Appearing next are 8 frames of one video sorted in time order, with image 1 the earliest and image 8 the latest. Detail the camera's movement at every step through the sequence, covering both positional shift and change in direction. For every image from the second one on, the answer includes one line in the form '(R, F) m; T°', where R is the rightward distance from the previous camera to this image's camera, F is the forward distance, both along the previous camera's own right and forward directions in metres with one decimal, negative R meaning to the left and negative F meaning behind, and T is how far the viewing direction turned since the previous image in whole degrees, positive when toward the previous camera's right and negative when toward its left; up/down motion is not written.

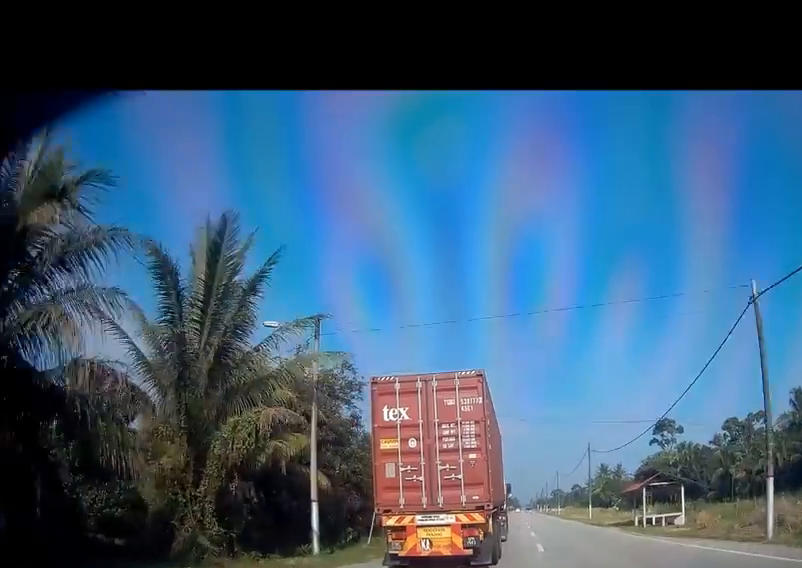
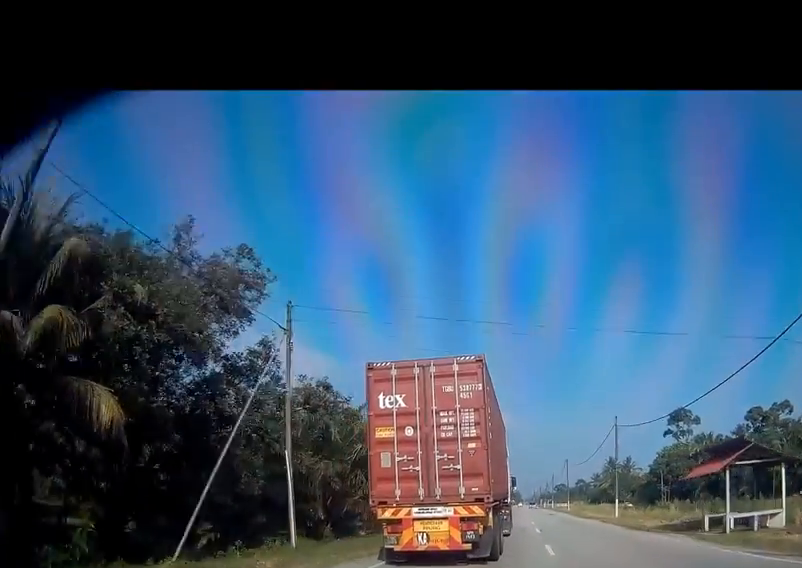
(0.0, +12.4) m; 0°
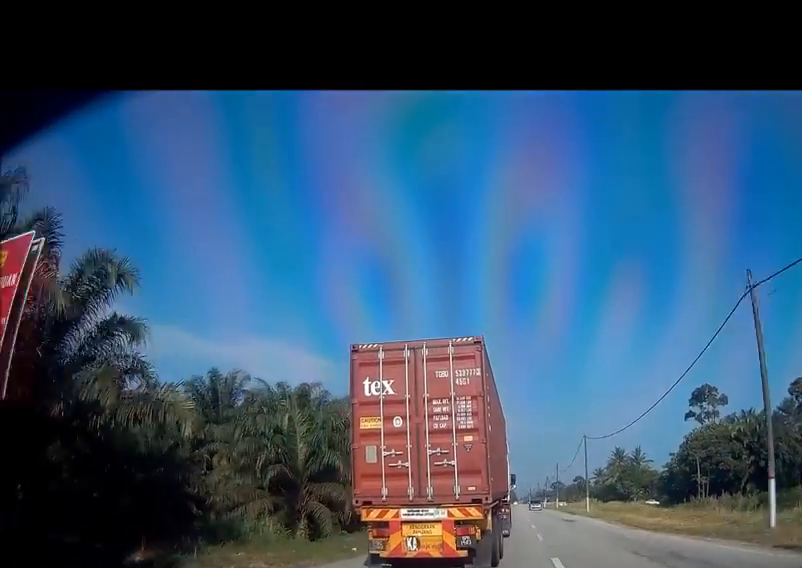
(+0.1, +24.9) m; 0°
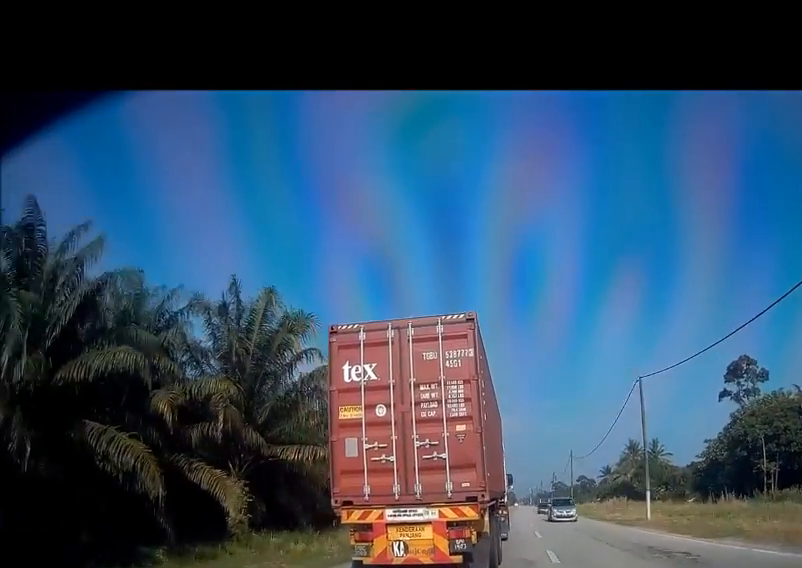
(-0.1, +23.6) m; 0°
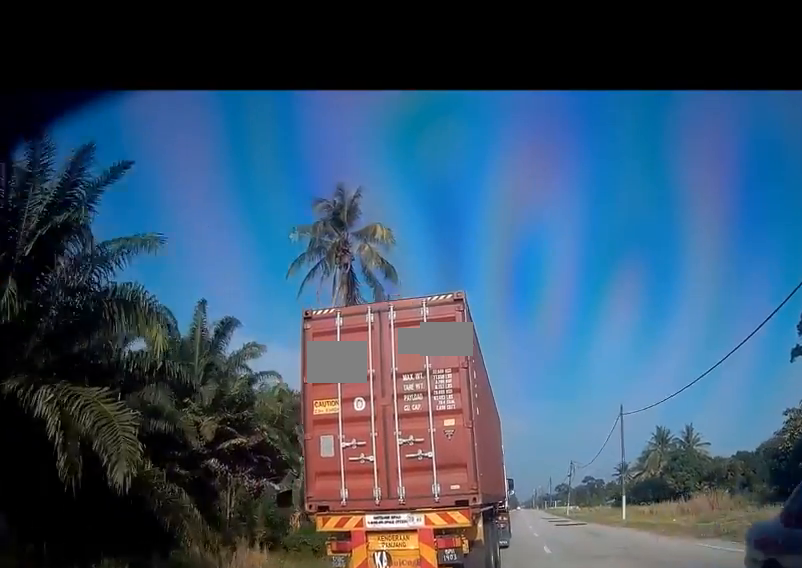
(-0.1, +31.4) m; -1°
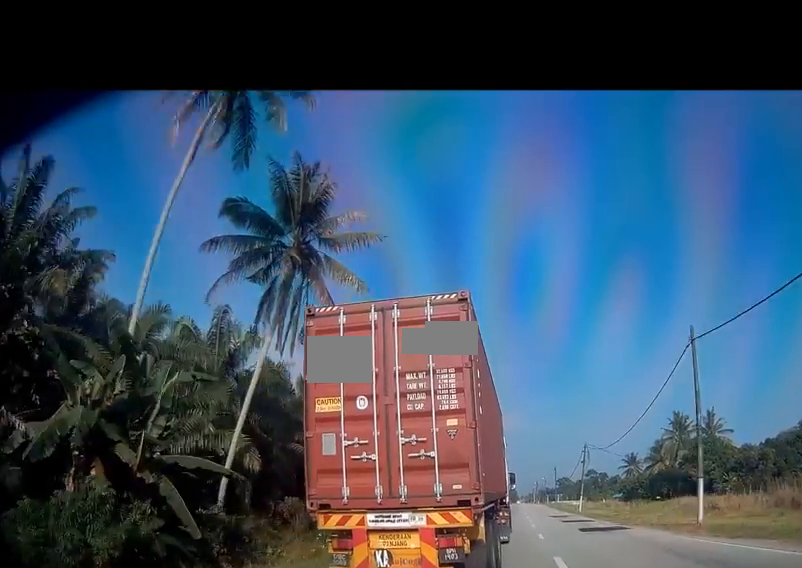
(0.0, +15.1) m; 0°
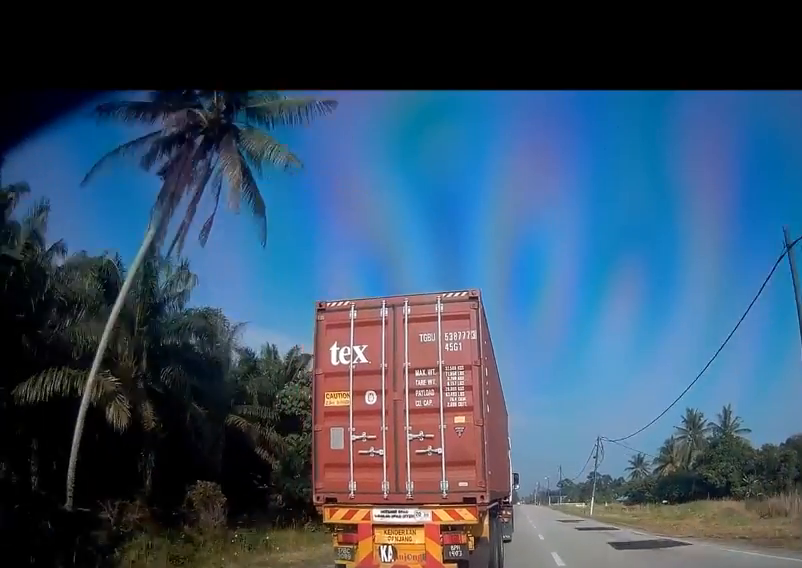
(-0.1, +8.4) m; 0°
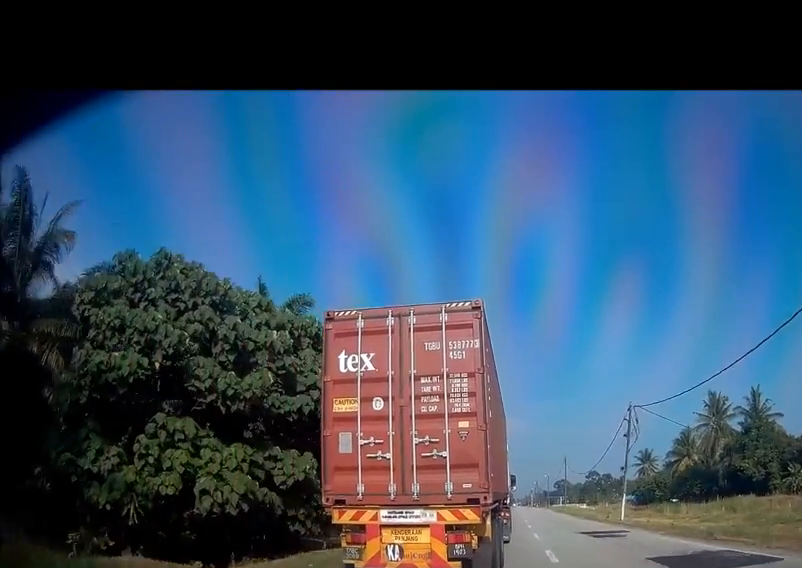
(+0.2, +16.3) m; +1°
